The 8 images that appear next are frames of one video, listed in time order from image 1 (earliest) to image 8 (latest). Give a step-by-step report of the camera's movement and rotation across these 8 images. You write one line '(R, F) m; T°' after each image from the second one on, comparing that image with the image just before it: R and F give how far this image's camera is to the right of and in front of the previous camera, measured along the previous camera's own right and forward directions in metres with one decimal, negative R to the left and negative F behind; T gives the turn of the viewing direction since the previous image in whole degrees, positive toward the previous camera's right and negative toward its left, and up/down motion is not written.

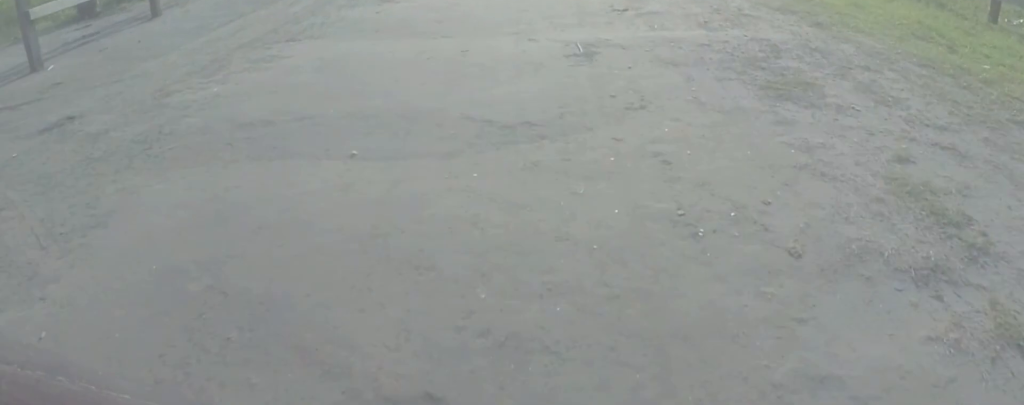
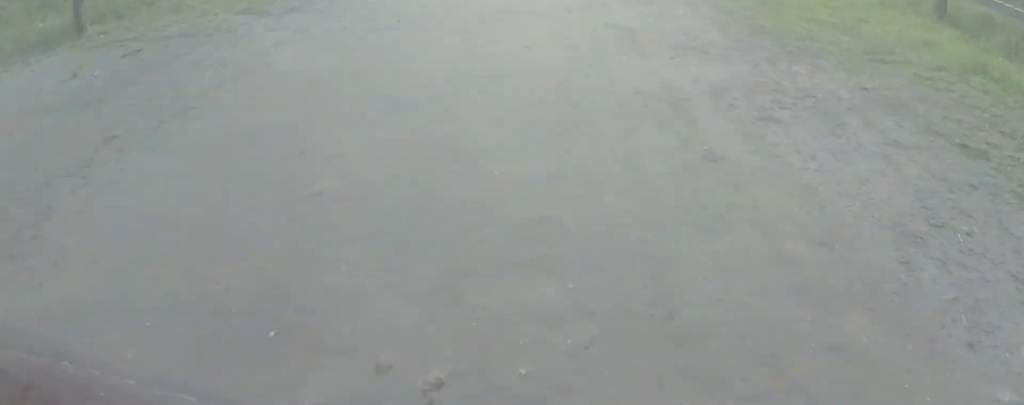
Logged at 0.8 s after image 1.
(-0.1, +9.1) m; 0°
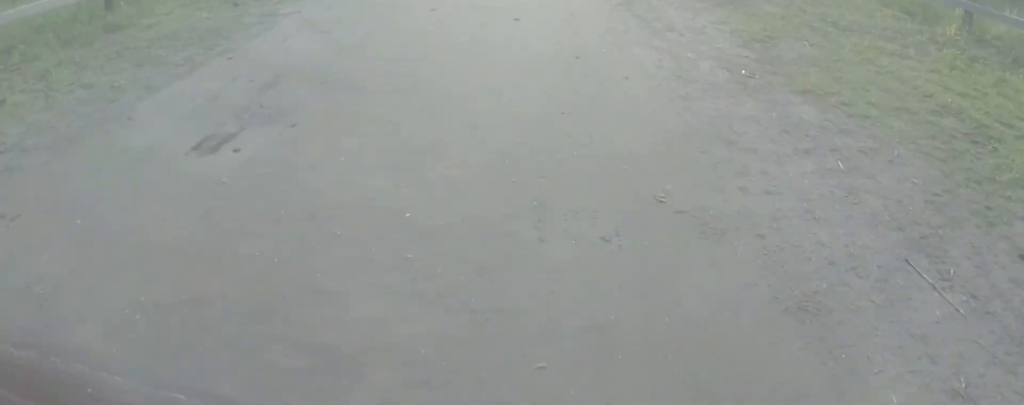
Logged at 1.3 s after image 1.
(-0.2, +5.3) m; 0°
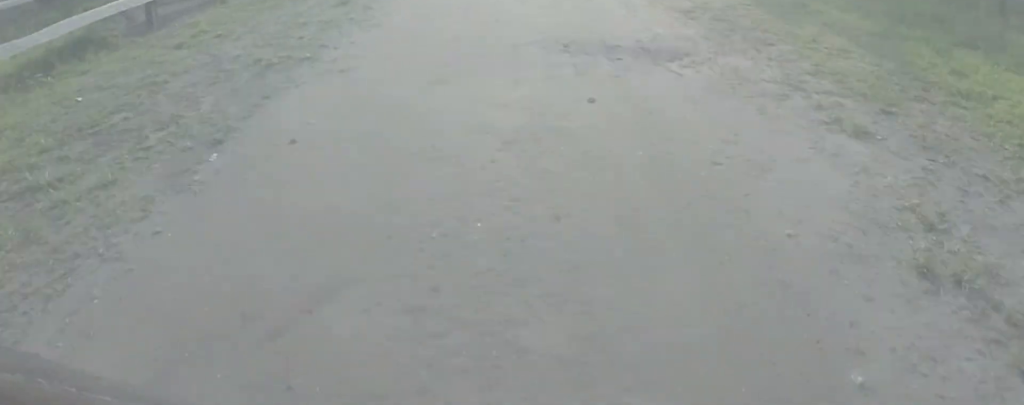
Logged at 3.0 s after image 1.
(+0.6, +19.1) m; 0°
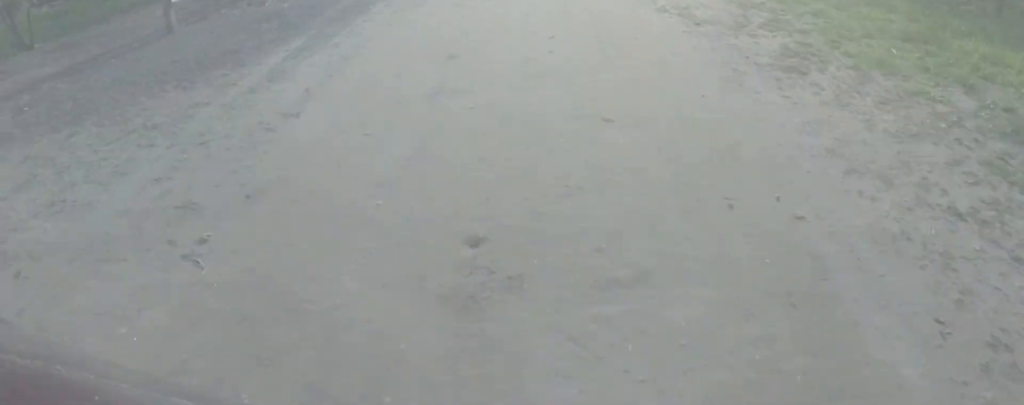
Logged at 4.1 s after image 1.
(-0.3, +11.6) m; 0°
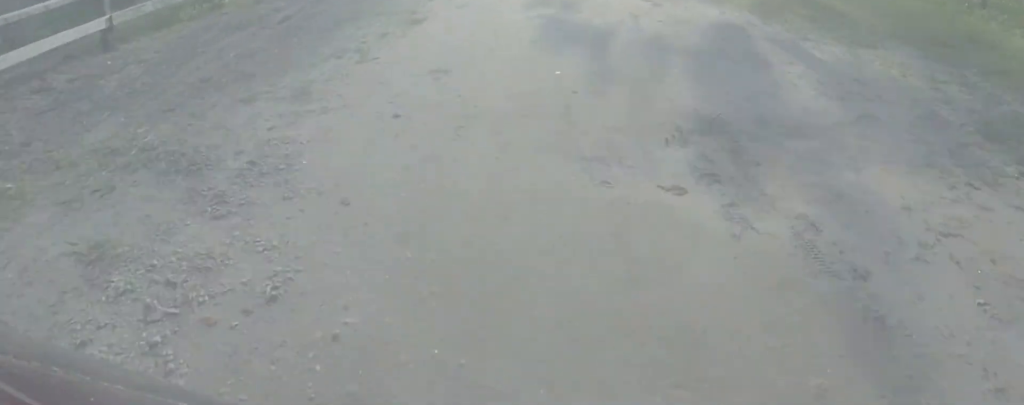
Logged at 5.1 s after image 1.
(+0.2, +9.7) m; +2°
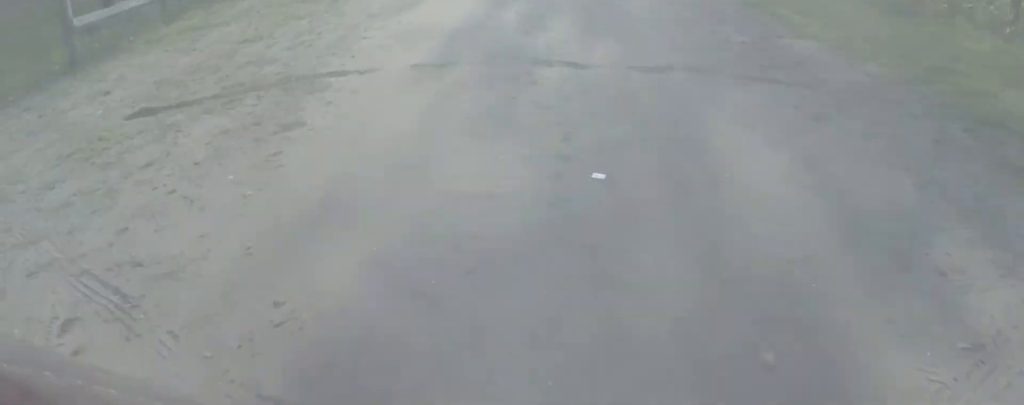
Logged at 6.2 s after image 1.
(+0.1, +10.6) m; -5°
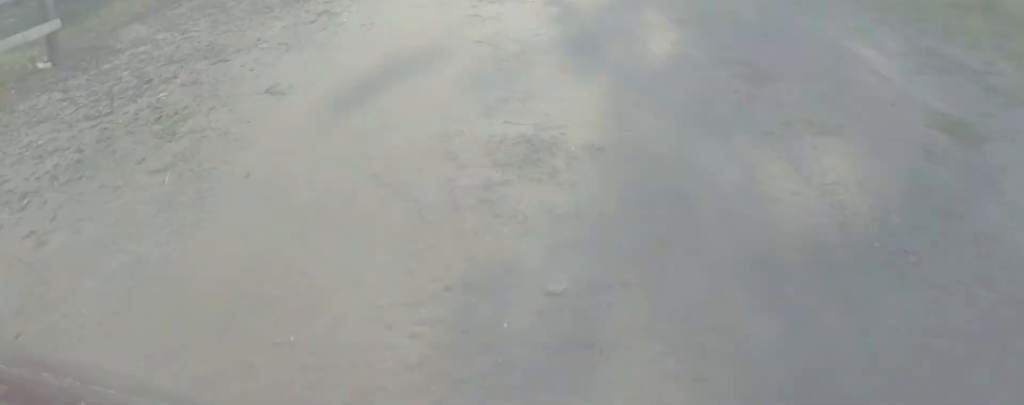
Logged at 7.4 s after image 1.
(-0.9, +10.4) m; -2°
